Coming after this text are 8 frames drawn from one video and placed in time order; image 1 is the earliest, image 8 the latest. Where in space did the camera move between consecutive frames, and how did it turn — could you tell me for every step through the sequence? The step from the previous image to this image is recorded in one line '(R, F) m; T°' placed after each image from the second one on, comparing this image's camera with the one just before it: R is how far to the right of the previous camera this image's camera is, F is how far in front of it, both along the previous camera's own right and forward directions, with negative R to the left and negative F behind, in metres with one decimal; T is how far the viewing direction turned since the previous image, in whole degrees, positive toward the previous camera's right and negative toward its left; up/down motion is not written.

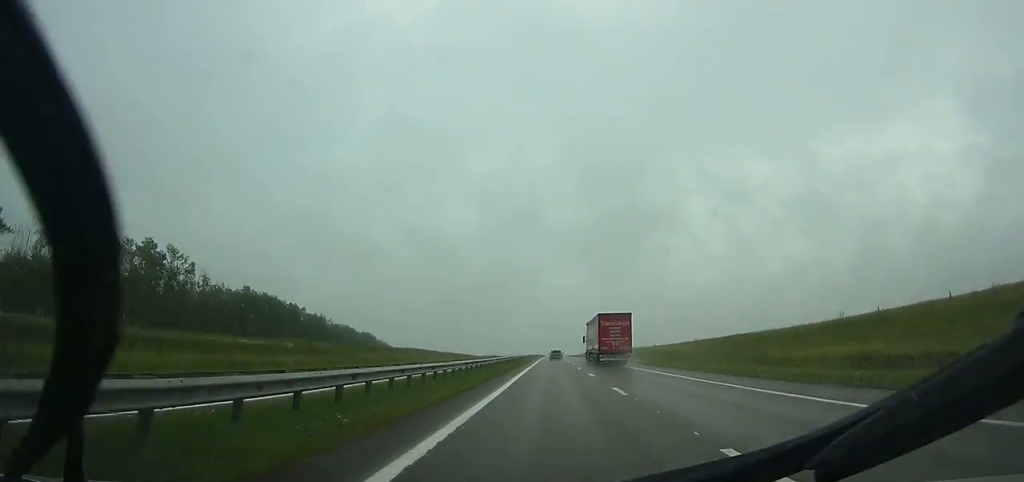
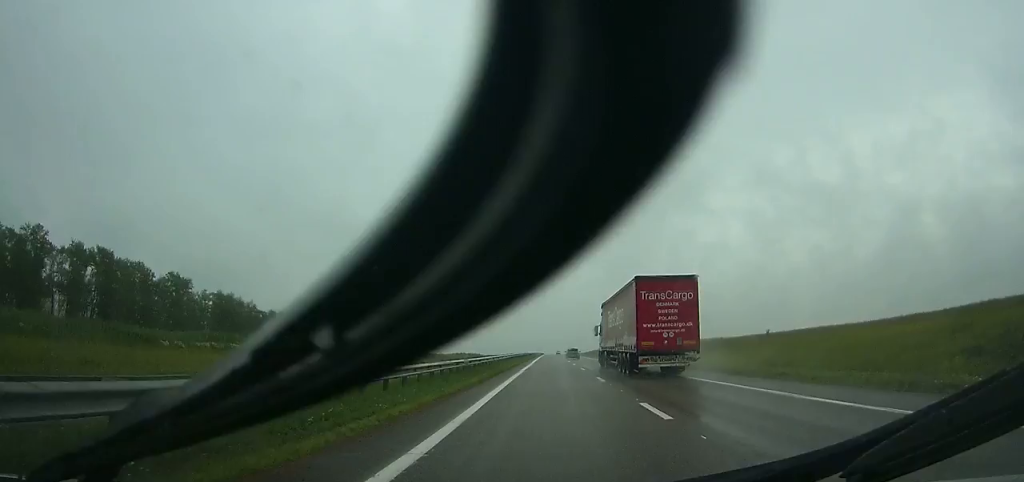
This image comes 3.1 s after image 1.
(0.0, +91.2) m; 0°
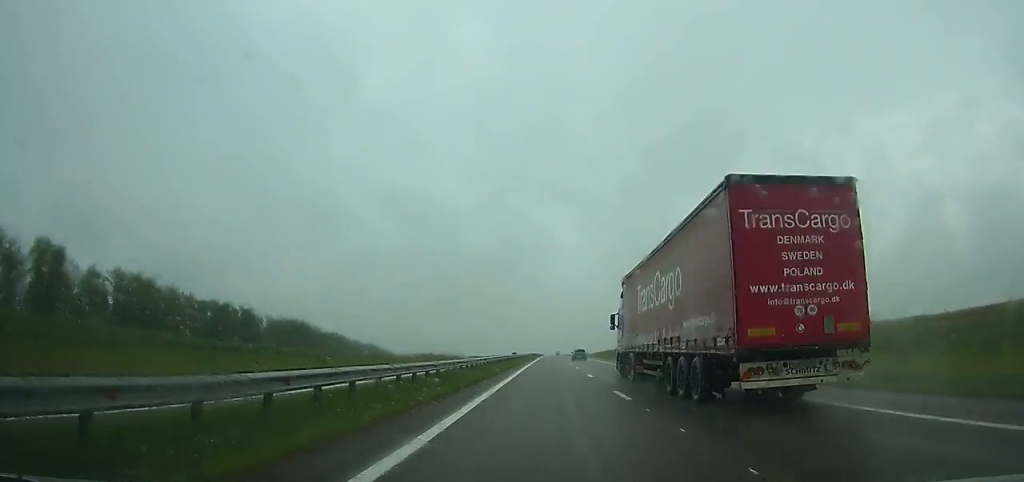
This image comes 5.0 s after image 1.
(-0.1, +56.2) m; 0°
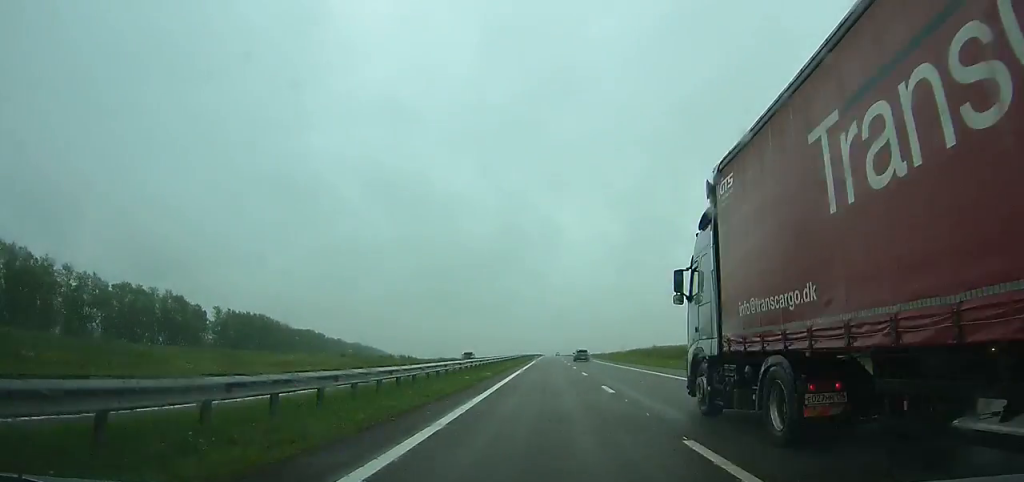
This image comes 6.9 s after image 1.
(-0.1, +56.3) m; 0°
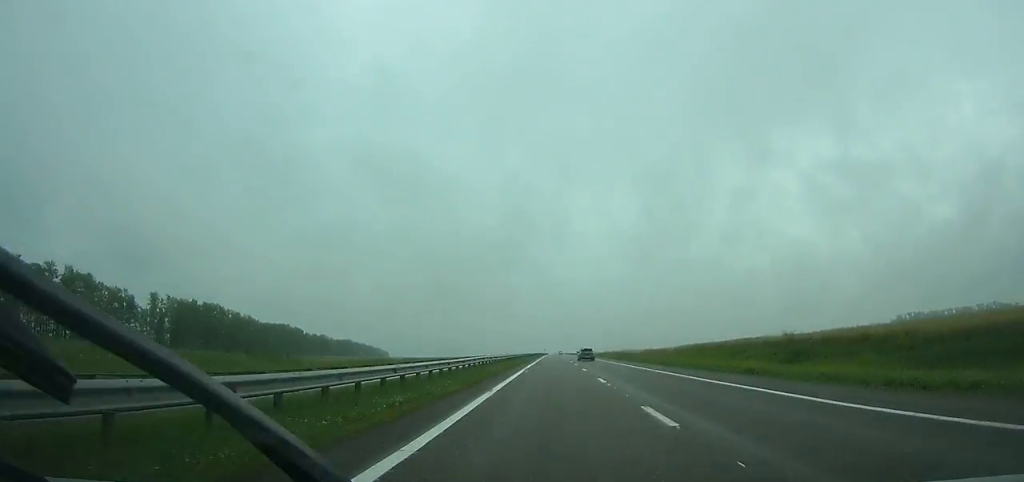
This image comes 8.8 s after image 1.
(0.0, +56.9) m; 0°
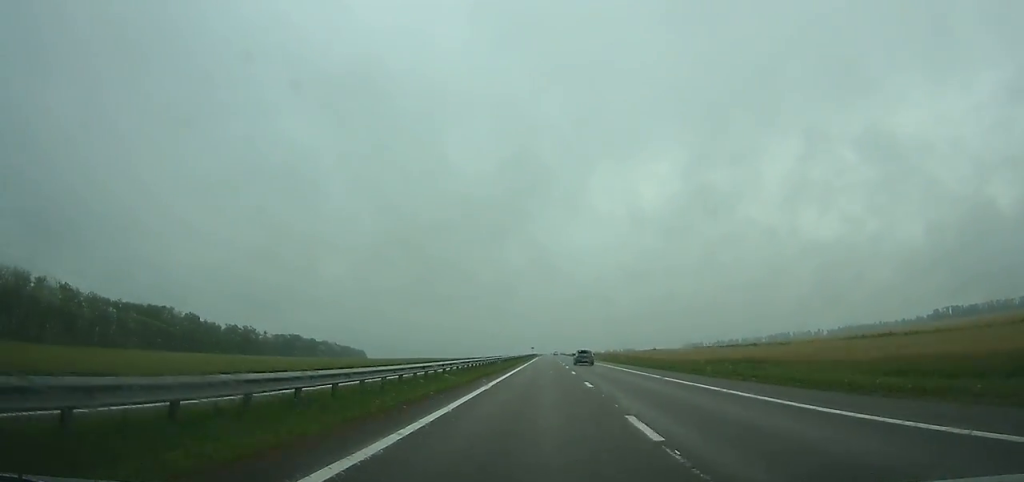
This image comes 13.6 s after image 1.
(-0.1, +145.7) m; 0°
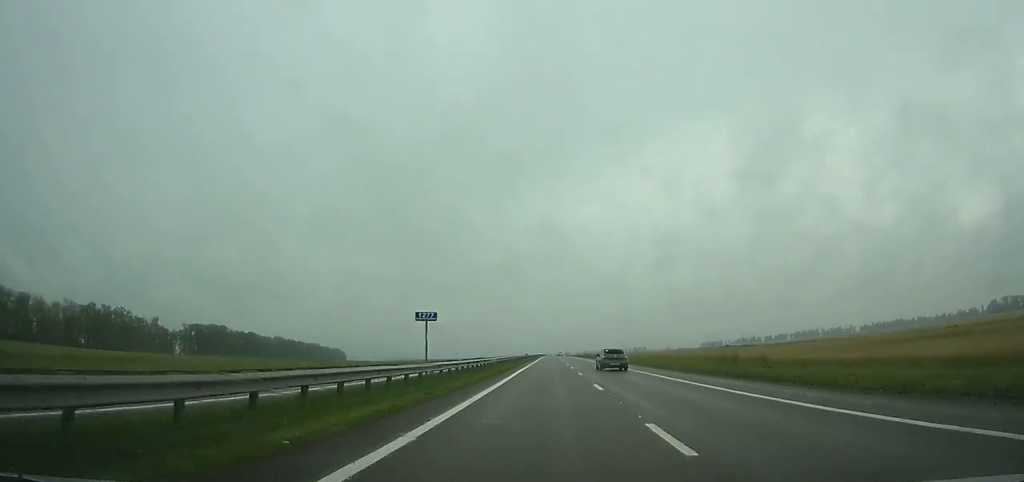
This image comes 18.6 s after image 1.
(-0.4, +157.0) m; 0°
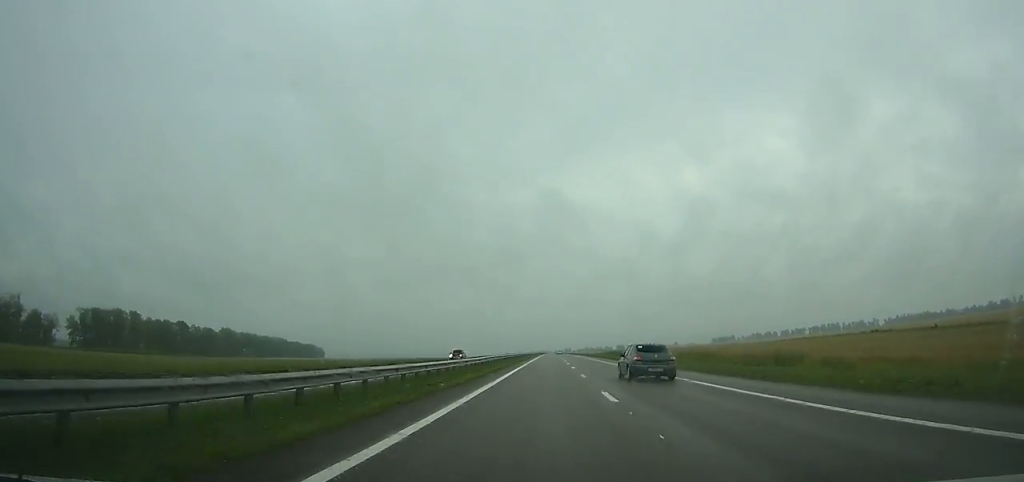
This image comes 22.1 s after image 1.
(+0.3, +112.9) m; 0°
